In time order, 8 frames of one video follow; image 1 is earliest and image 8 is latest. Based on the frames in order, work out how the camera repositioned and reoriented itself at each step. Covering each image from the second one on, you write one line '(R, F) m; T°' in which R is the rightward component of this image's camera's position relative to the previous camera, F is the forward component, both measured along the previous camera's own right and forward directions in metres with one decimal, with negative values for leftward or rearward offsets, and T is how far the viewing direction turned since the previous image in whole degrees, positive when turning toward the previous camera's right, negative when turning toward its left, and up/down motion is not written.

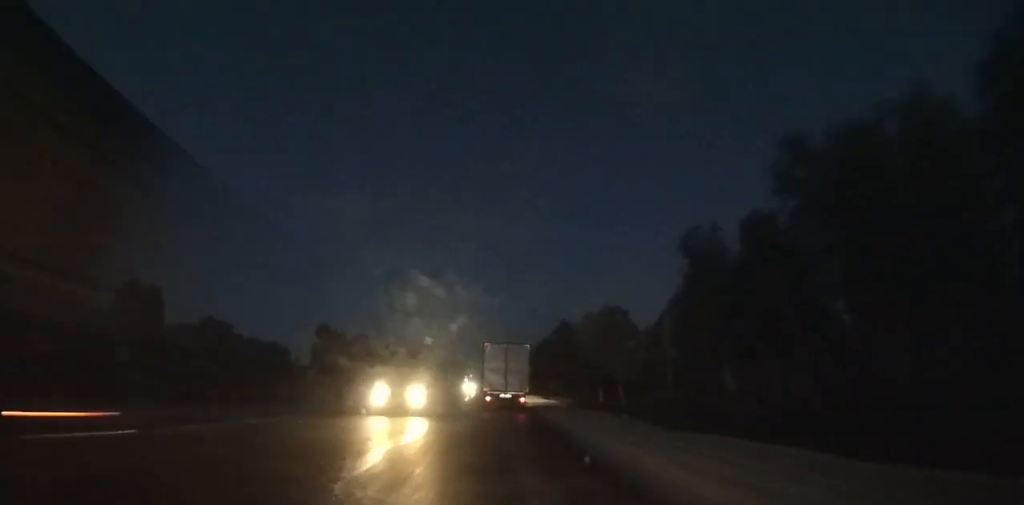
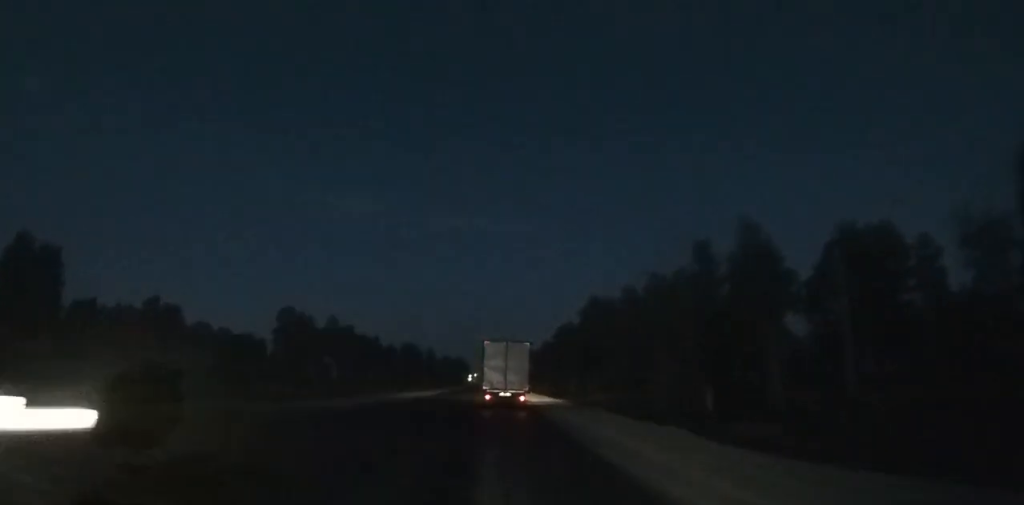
(-0.1, +43.3) m; 0°
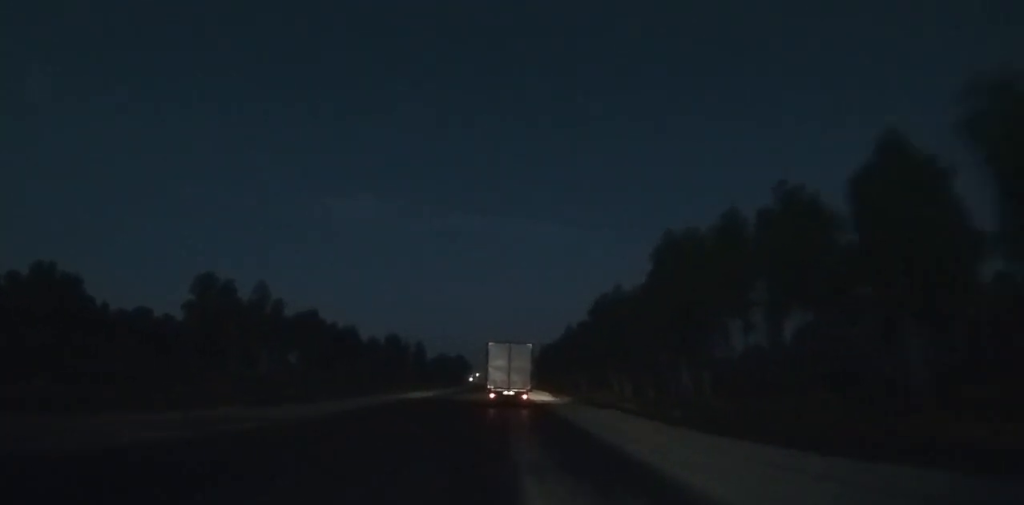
(-0.1, +51.9) m; 0°
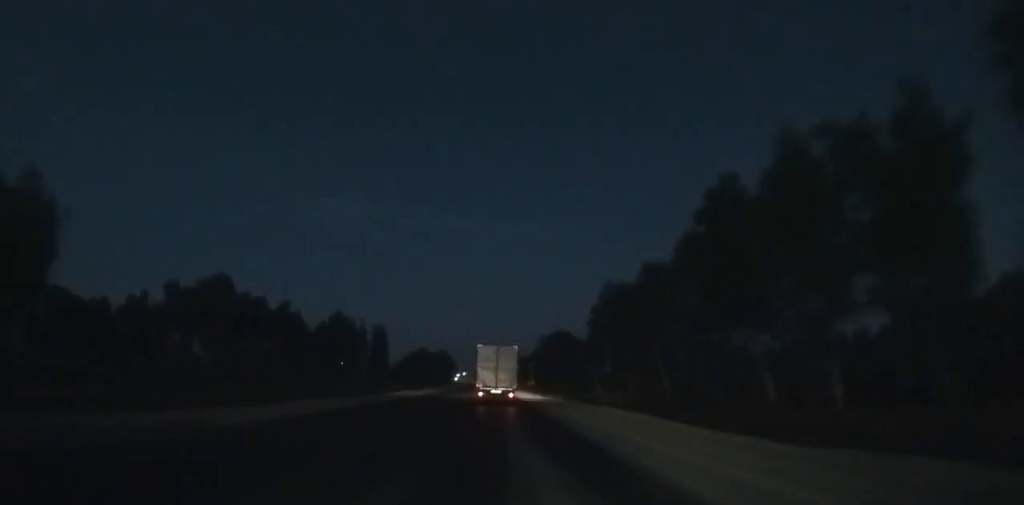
(+0.1, +58.5) m; 0°
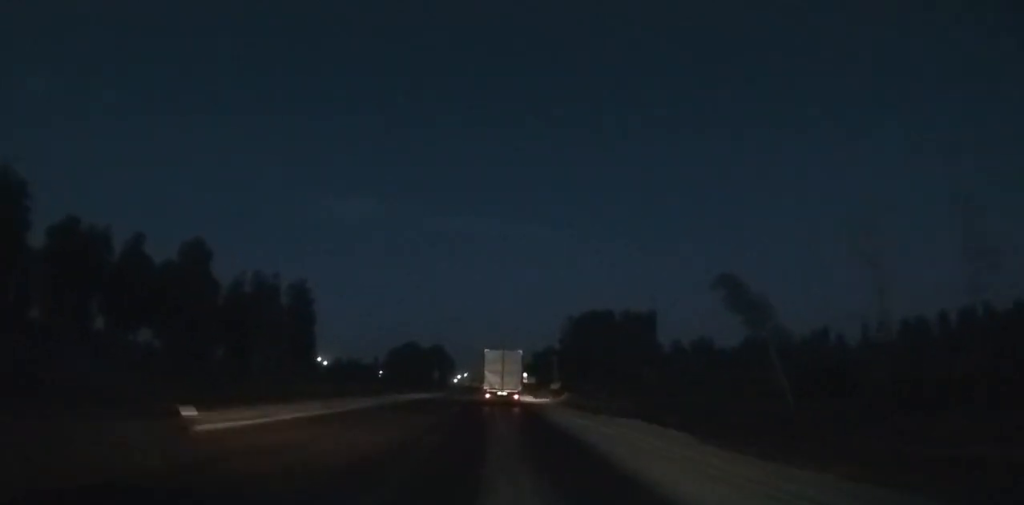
(-0.2, +69.7) m; 0°
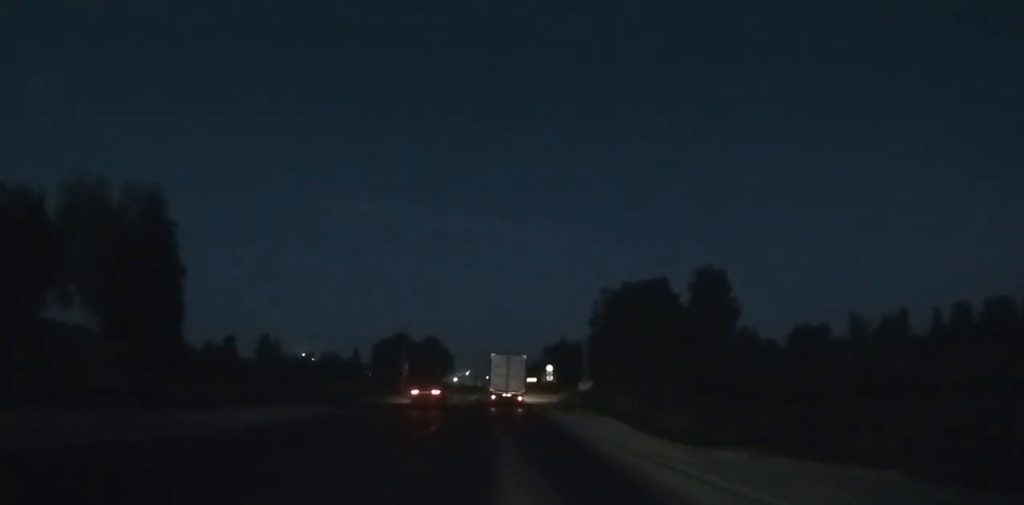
(0.0, +44.7) m; 0°
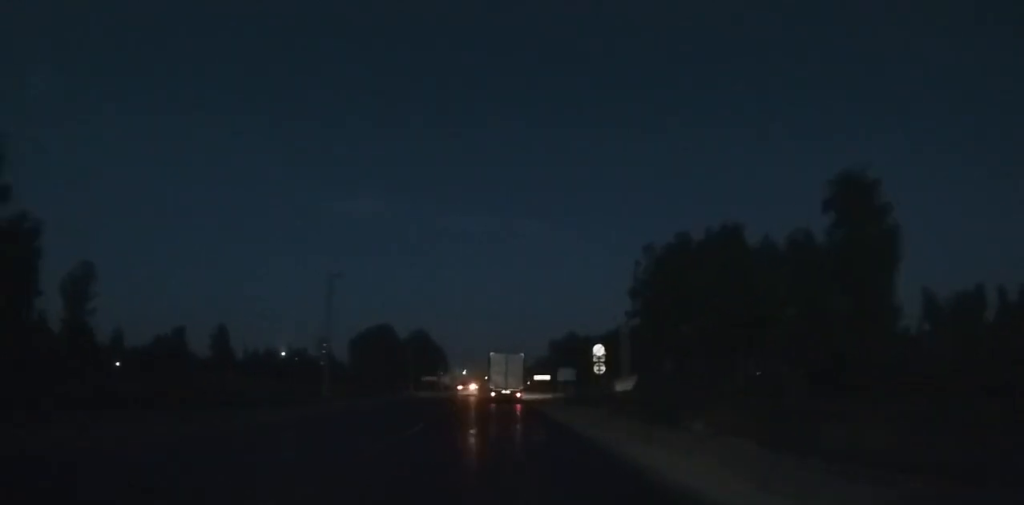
(-0.1, +33.8) m; 0°
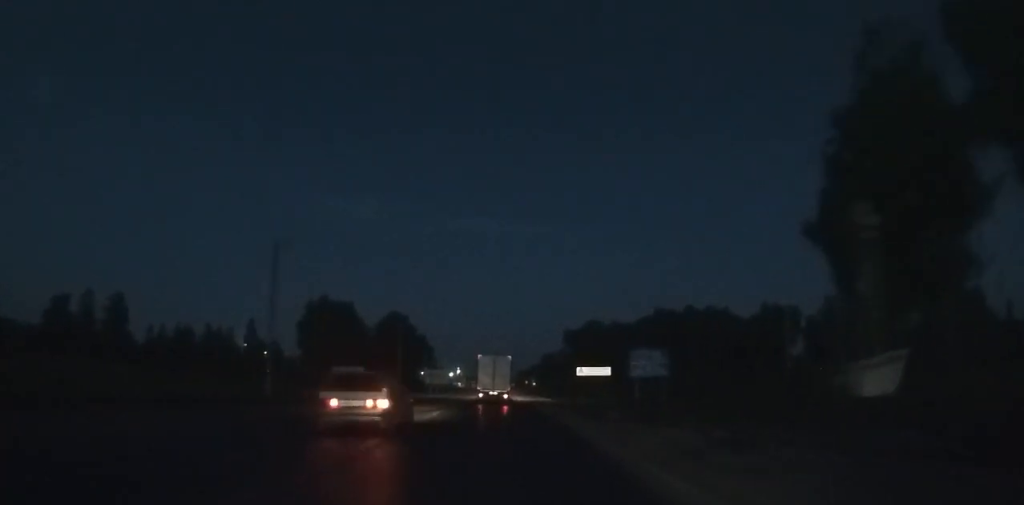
(+0.4, +53.2) m; 0°
